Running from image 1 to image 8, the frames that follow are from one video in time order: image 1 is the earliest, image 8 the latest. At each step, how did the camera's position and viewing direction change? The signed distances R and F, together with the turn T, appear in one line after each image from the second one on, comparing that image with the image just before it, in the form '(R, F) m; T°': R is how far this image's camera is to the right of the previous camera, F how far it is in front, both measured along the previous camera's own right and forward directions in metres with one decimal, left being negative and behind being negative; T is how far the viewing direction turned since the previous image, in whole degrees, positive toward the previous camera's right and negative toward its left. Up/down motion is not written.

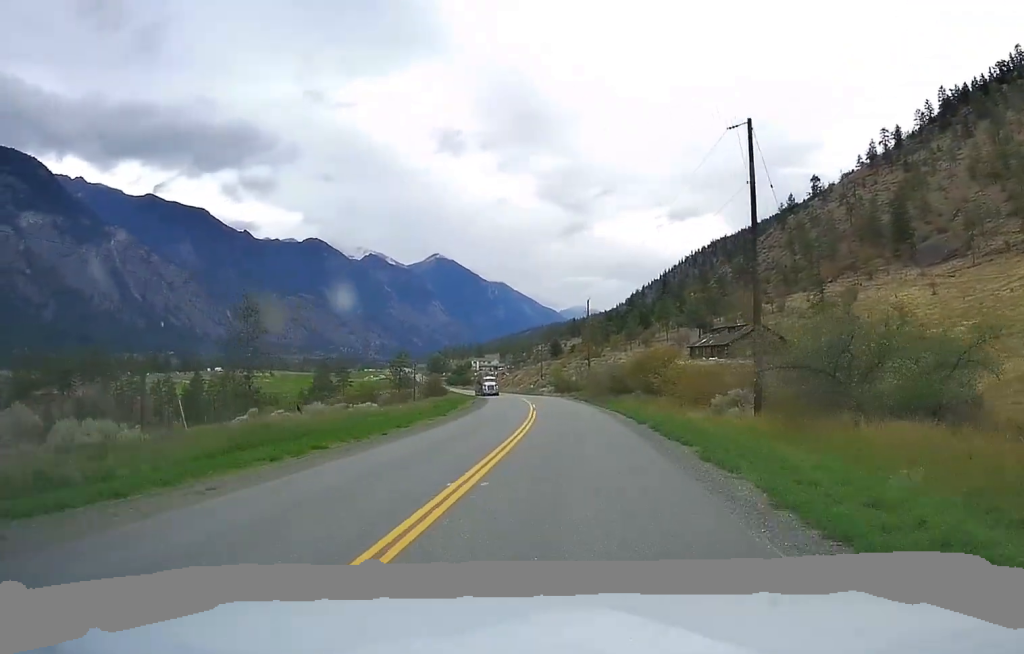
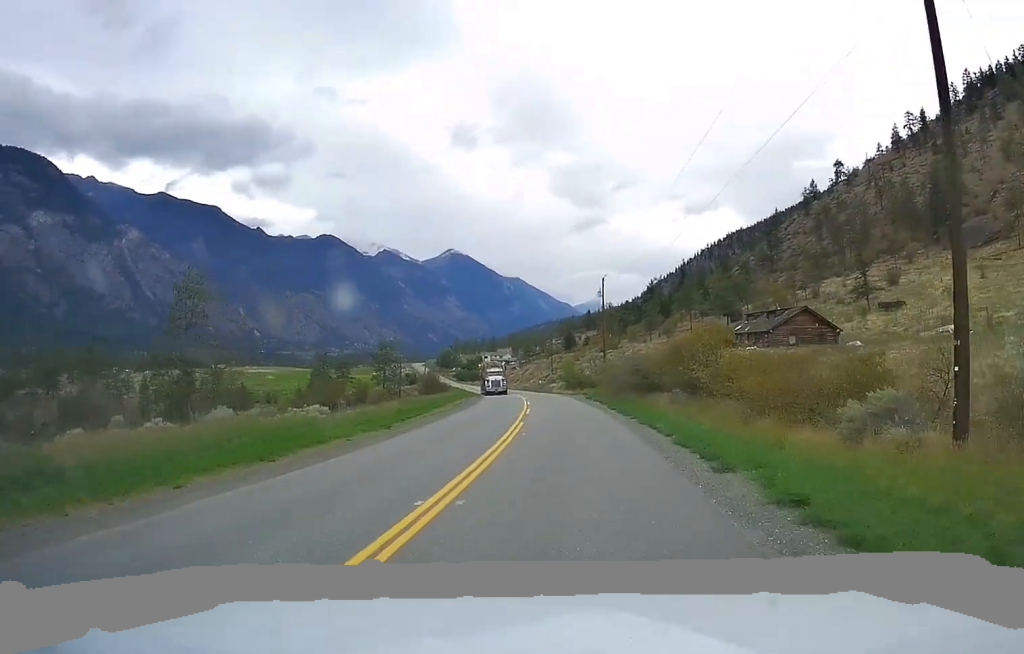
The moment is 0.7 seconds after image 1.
(+0.3, +14.8) m; -2°
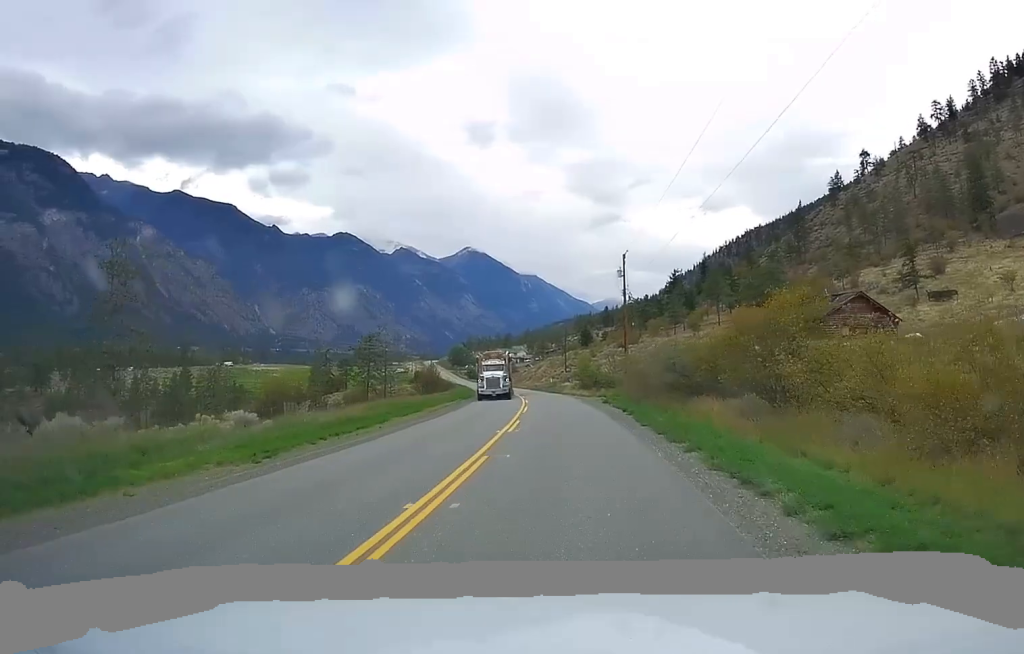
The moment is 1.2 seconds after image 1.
(-0.7, +12.8) m; -2°
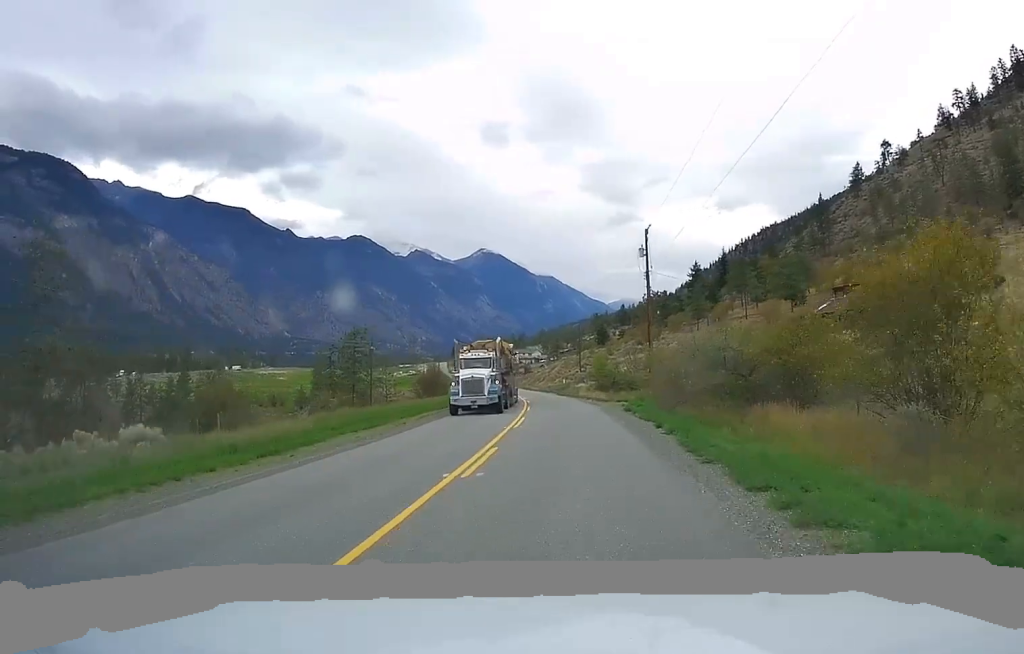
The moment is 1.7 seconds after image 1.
(-0.2, +9.9) m; -1°
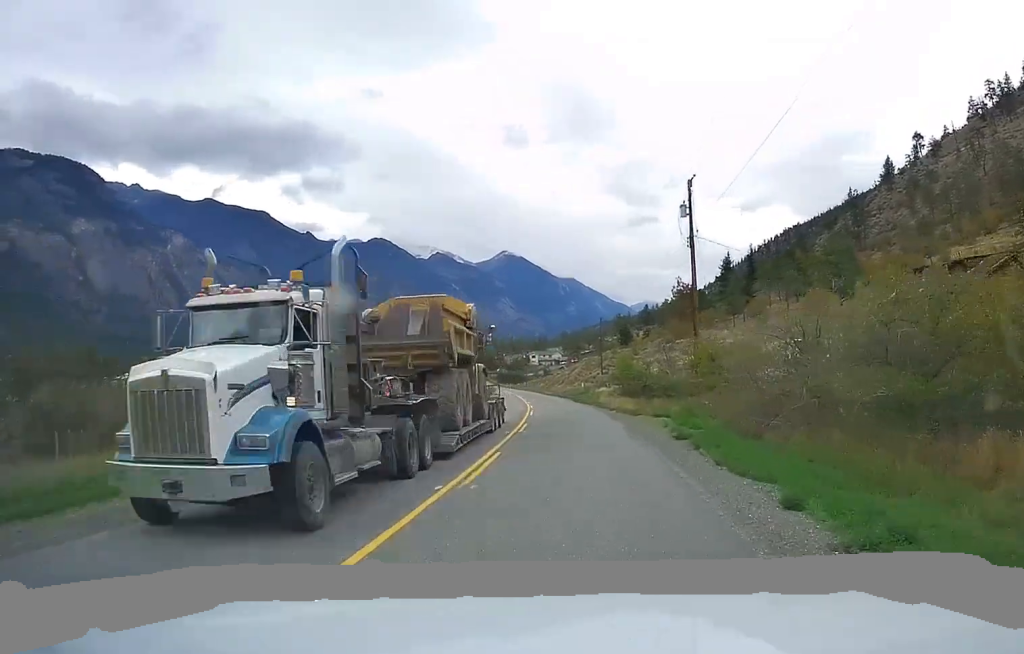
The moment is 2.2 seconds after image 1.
(0.0, +13.2) m; 0°
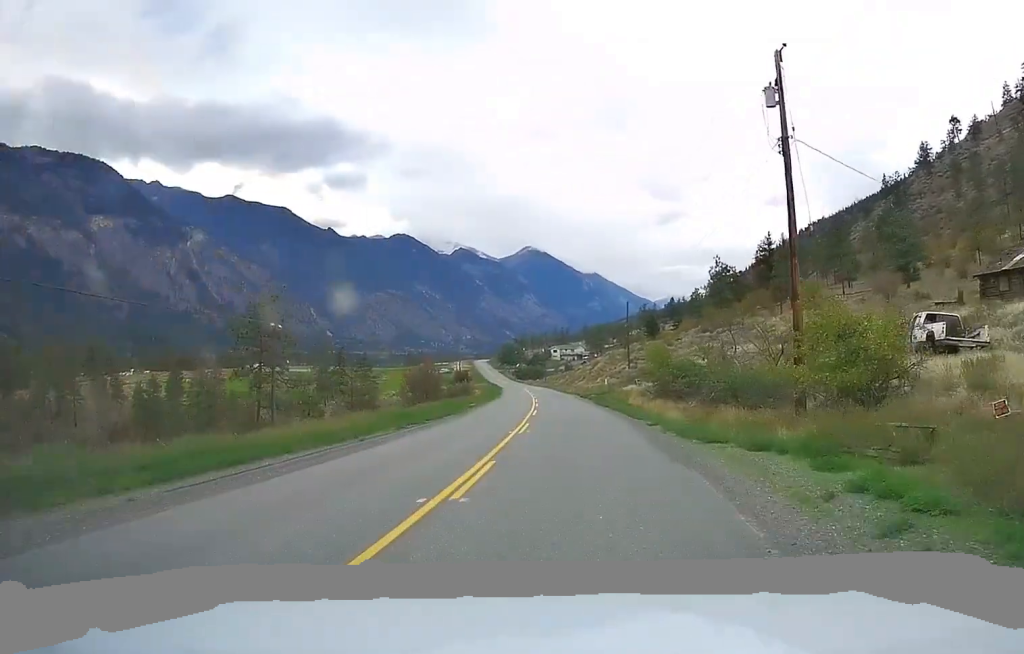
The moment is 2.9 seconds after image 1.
(0.0, +14.8) m; -1°
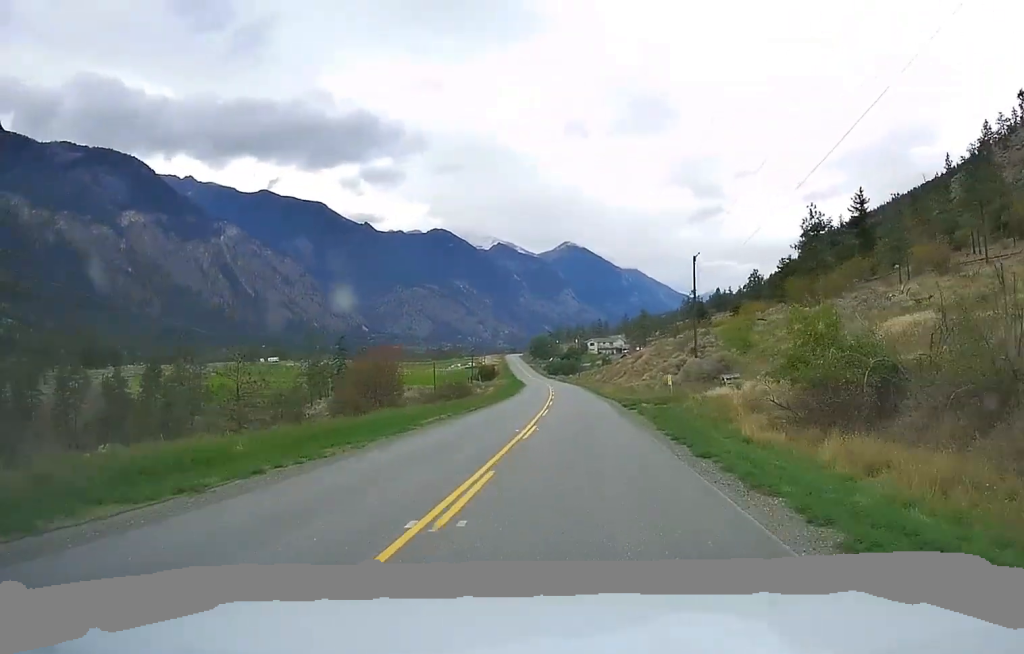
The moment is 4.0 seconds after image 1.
(-0.7, +27.6) m; -4°
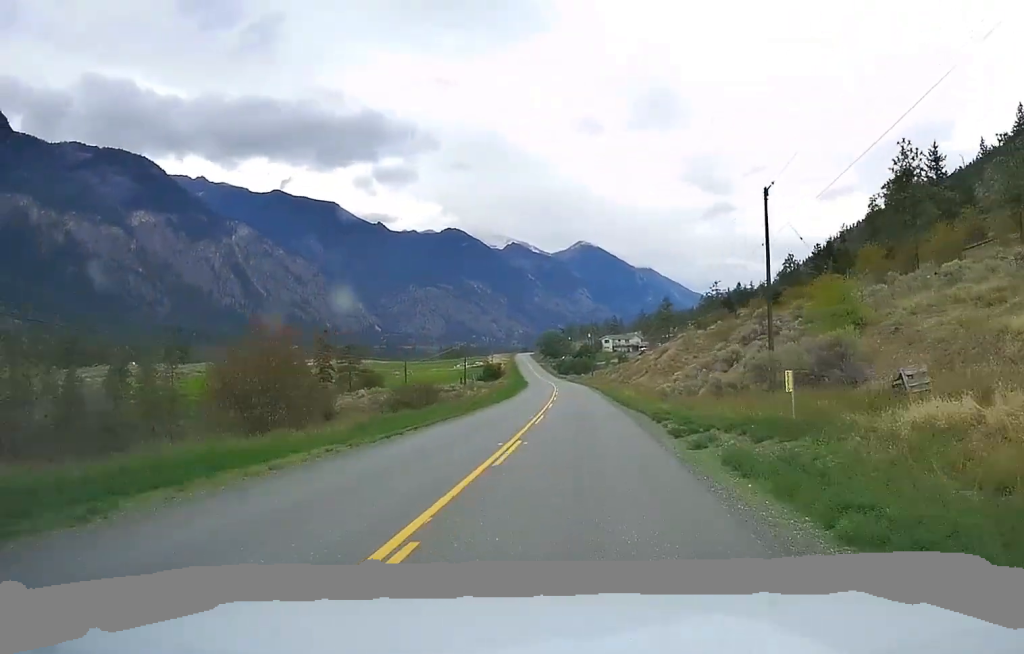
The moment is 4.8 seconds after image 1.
(-0.5, +19.2) m; -2°
